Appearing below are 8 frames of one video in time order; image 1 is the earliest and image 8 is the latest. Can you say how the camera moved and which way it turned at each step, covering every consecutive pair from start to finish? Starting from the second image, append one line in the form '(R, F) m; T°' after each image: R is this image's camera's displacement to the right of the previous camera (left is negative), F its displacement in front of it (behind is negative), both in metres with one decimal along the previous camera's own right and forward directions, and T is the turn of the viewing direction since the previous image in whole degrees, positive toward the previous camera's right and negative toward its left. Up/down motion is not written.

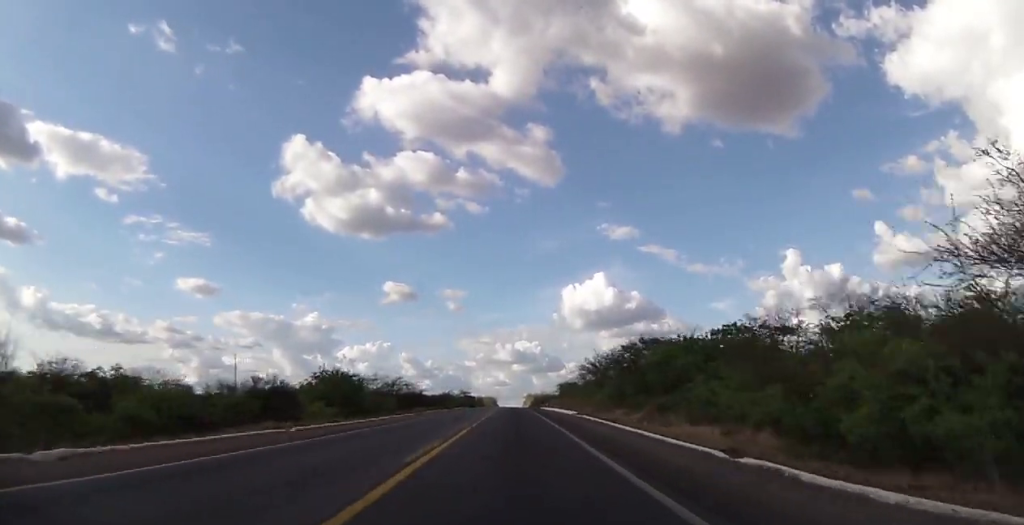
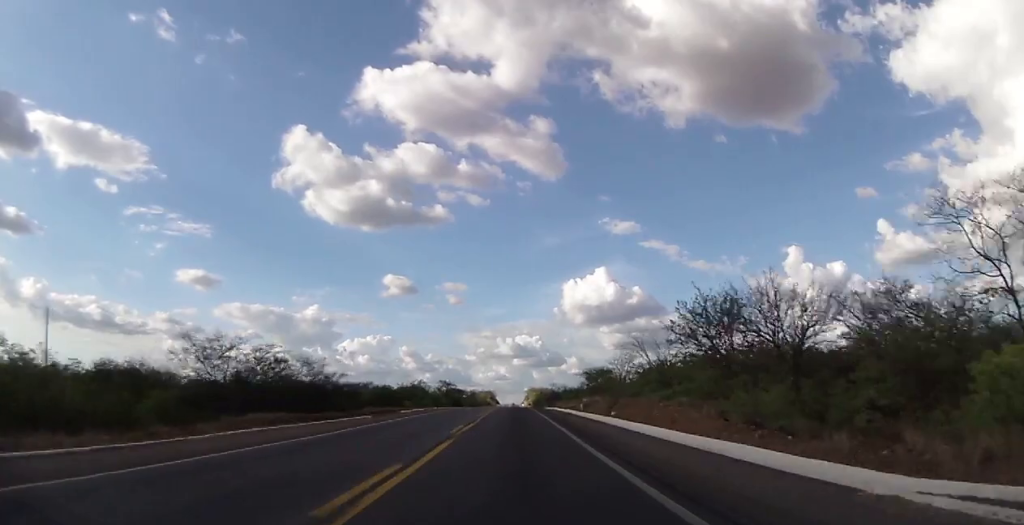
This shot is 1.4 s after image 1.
(0.0, +46.9) m; 0°
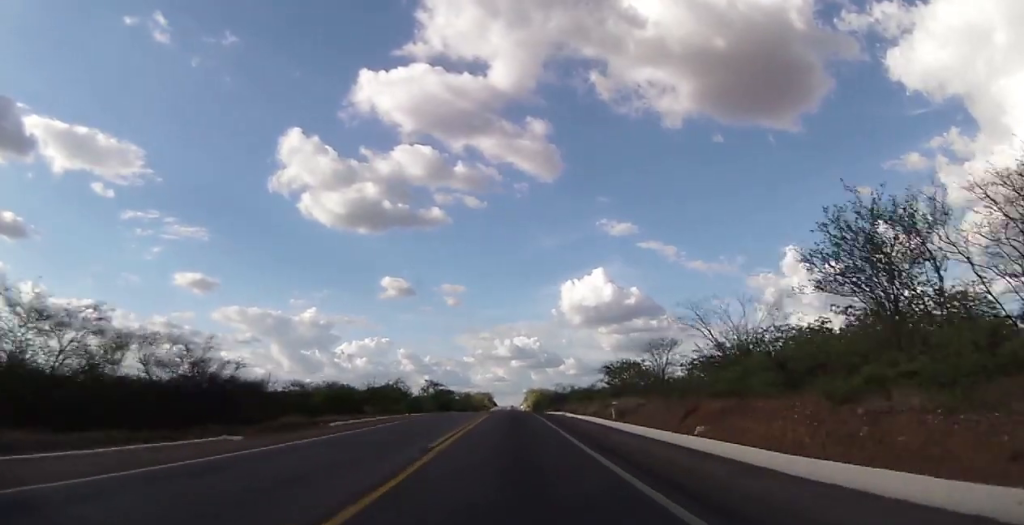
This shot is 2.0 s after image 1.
(-0.1, +18.8) m; 0°
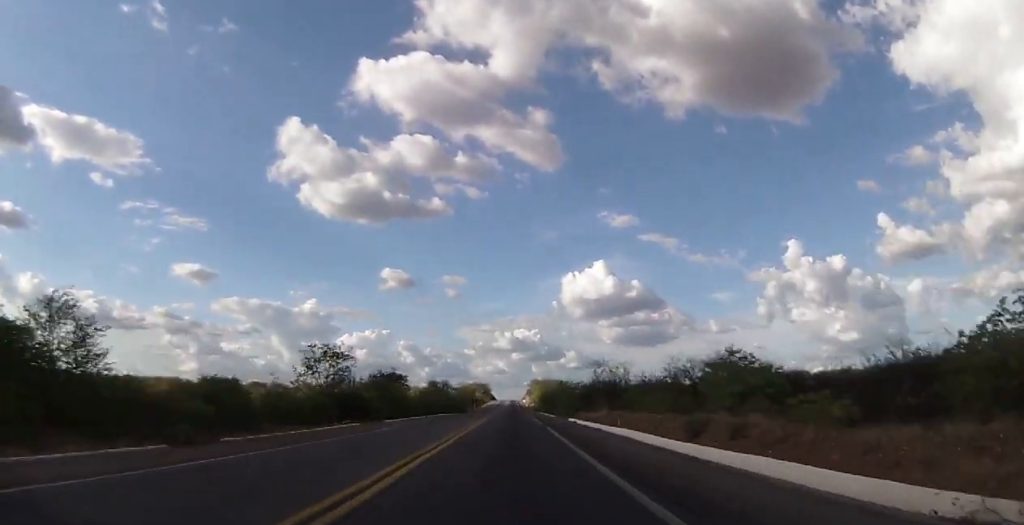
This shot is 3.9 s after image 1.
(0.0, +64.0) m; 0°
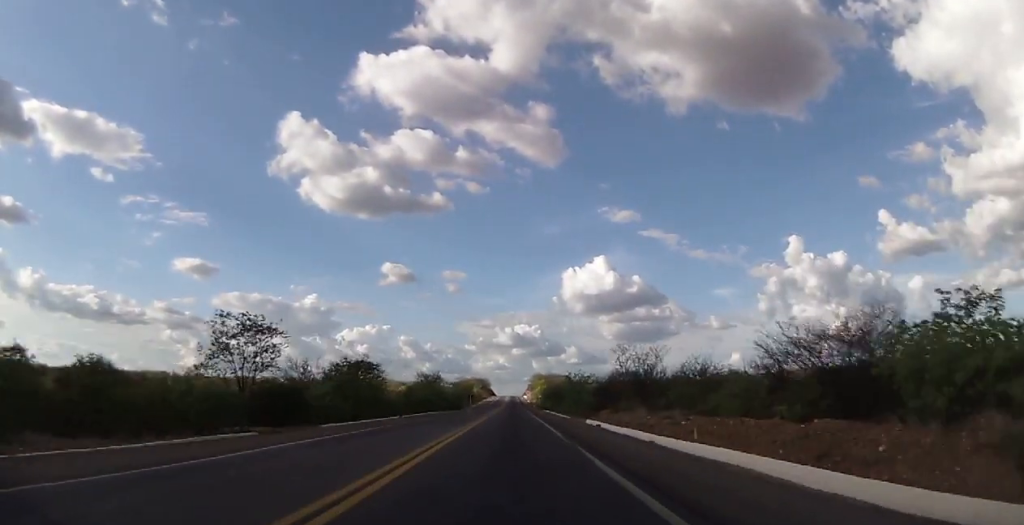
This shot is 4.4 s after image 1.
(-0.3, +15.3) m; 0°
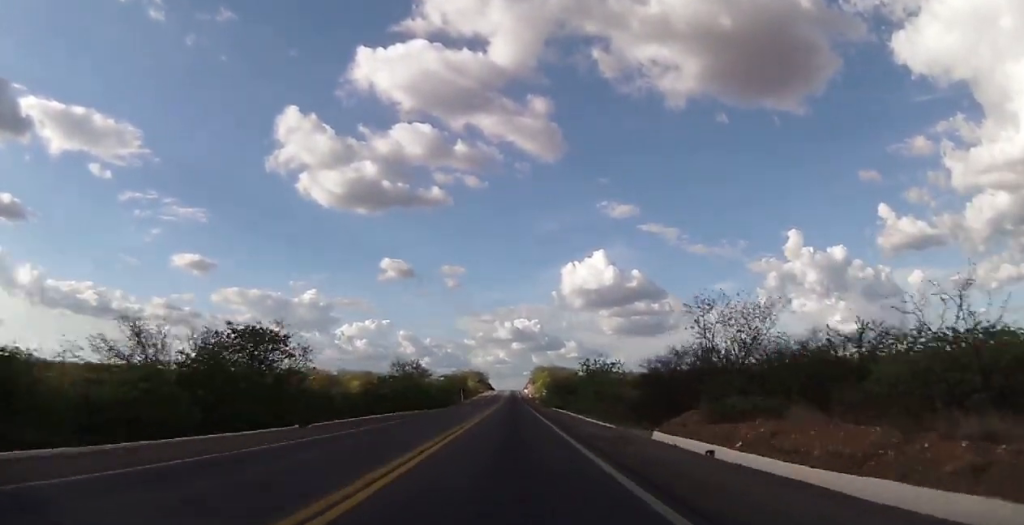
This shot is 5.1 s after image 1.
(+0.1, +24.1) m; 0°
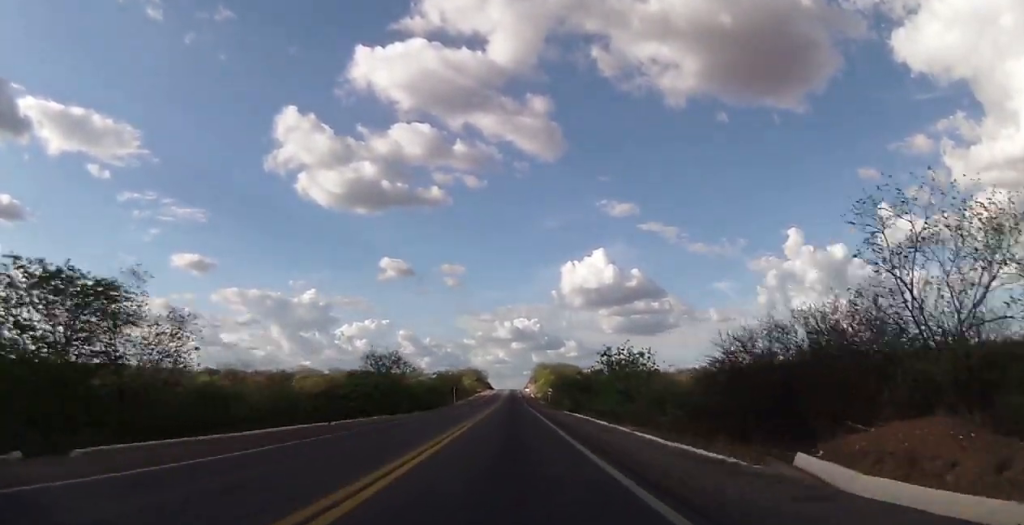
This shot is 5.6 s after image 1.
(+0.3, +16.4) m; 0°
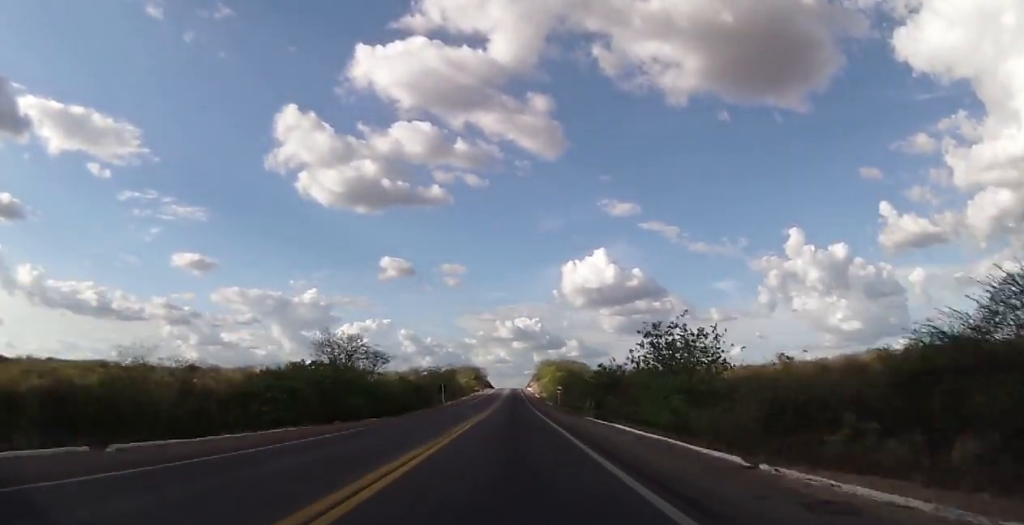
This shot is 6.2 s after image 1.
(-0.3, +18.7) m; 0°
